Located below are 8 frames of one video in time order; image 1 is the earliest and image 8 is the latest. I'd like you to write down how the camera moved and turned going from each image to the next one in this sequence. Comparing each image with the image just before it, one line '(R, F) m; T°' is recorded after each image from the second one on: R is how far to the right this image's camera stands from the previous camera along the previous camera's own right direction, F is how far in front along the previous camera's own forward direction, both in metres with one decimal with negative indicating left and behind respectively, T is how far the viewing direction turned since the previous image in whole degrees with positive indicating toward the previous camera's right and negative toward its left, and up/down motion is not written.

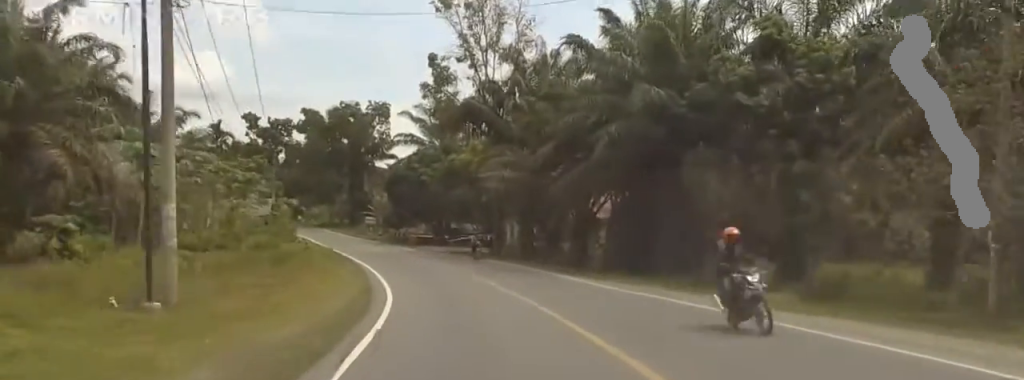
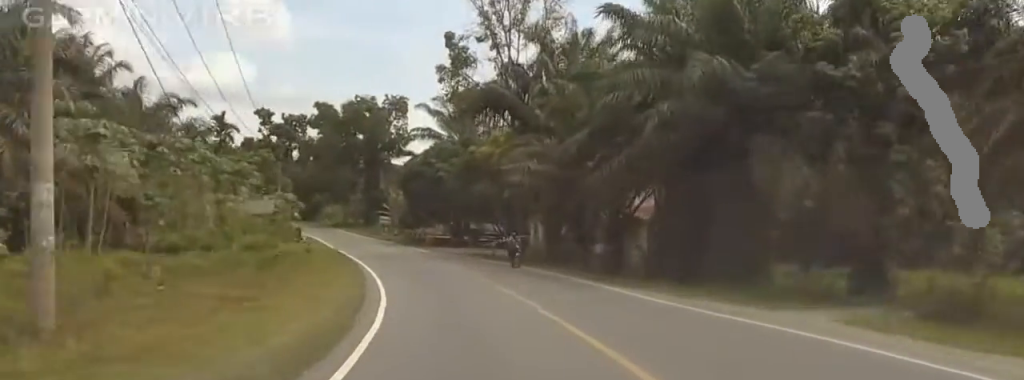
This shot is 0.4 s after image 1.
(0.0, +5.5) m; 0°
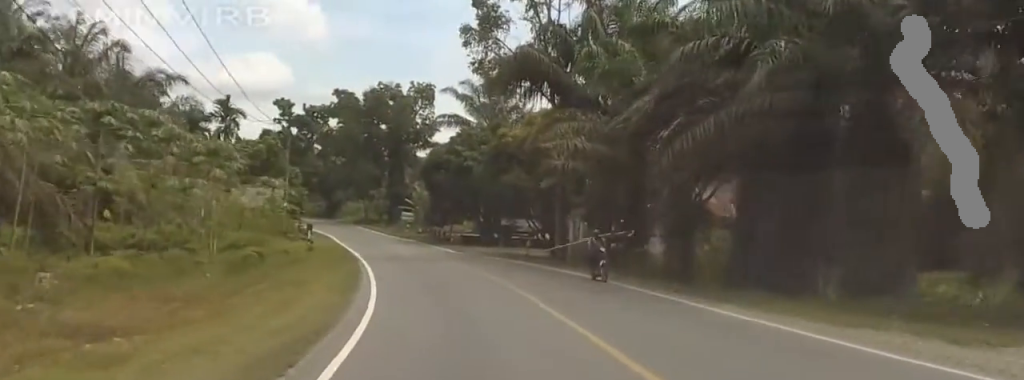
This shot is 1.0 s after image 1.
(0.0, +7.8) m; +2°
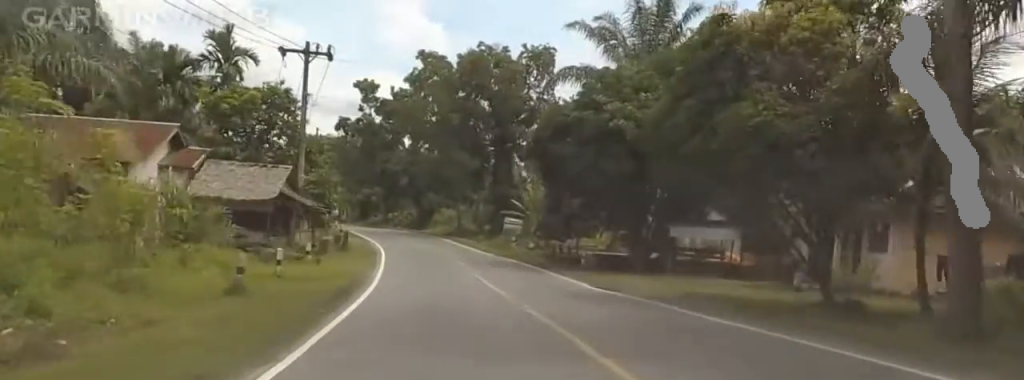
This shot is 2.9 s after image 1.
(+4.3, +26.4) m; +19°
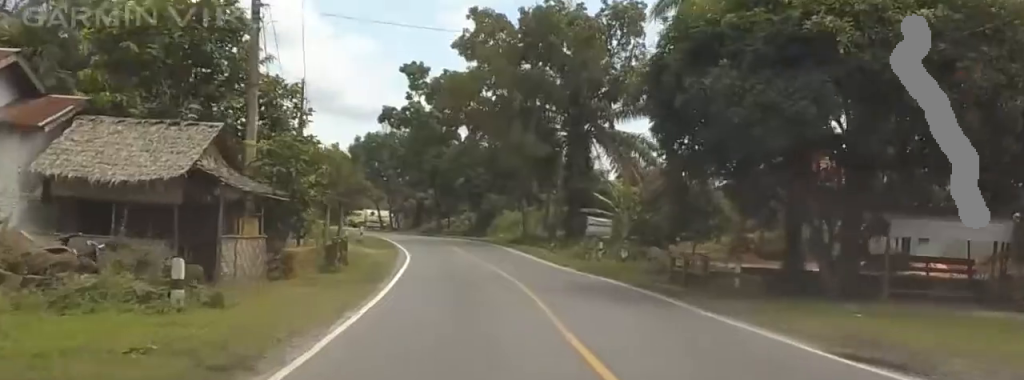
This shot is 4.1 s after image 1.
(+0.7, +15.6) m; +4°
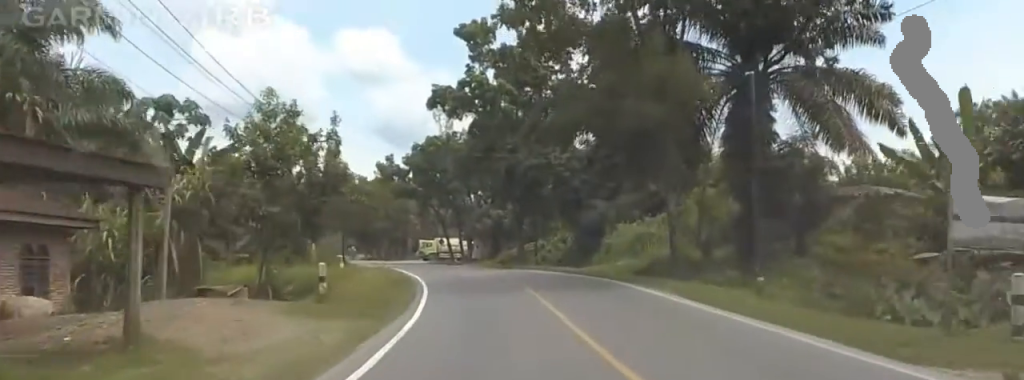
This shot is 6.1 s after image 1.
(+2.4, +27.2) m; +13°
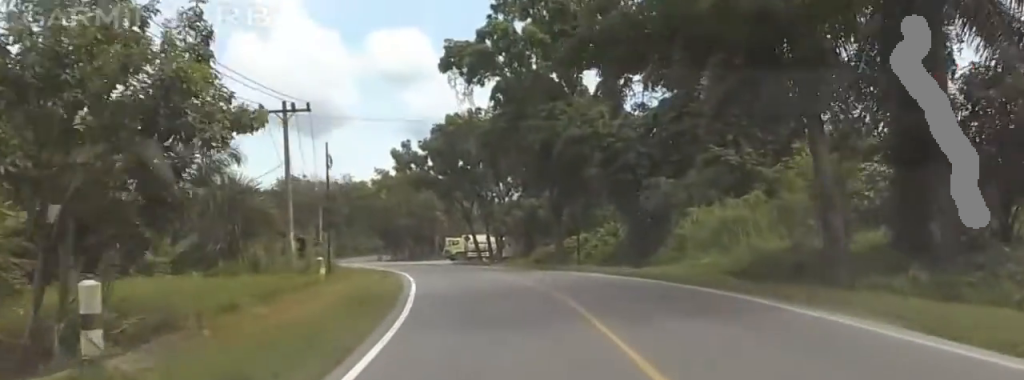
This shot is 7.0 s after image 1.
(+0.9, +12.8) m; +3°
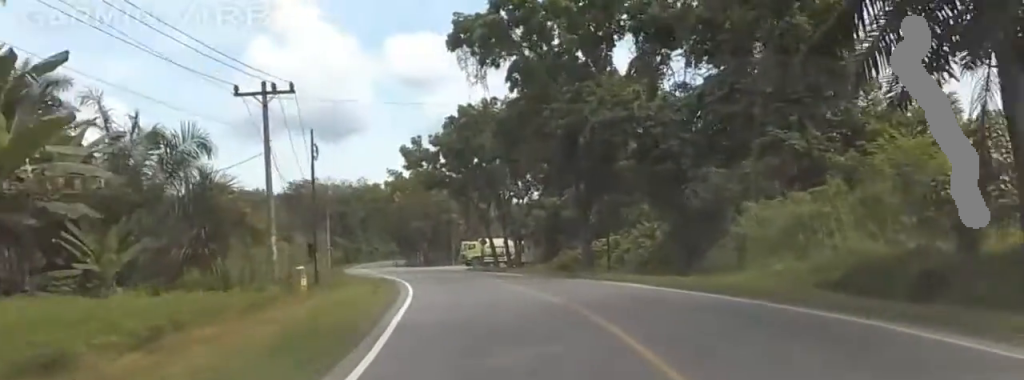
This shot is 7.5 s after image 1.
(-0.1, +6.6) m; 0°
